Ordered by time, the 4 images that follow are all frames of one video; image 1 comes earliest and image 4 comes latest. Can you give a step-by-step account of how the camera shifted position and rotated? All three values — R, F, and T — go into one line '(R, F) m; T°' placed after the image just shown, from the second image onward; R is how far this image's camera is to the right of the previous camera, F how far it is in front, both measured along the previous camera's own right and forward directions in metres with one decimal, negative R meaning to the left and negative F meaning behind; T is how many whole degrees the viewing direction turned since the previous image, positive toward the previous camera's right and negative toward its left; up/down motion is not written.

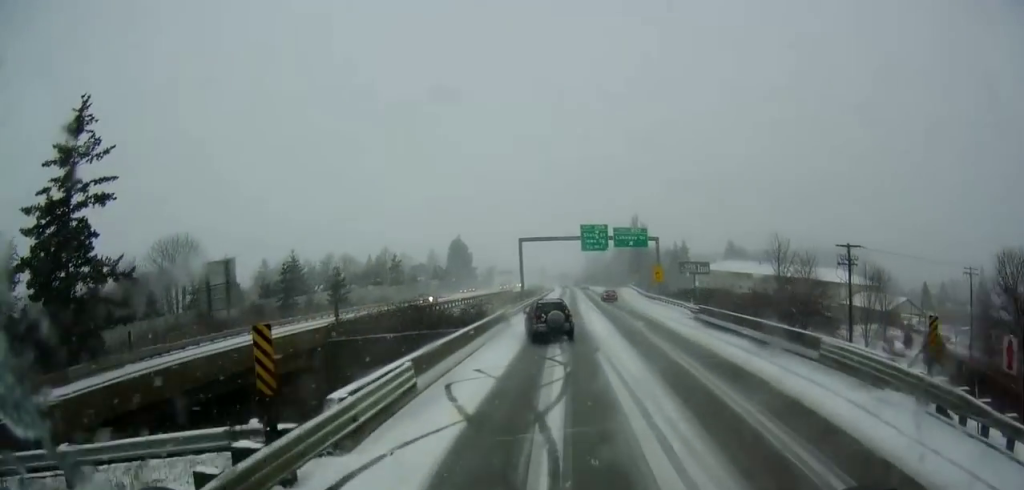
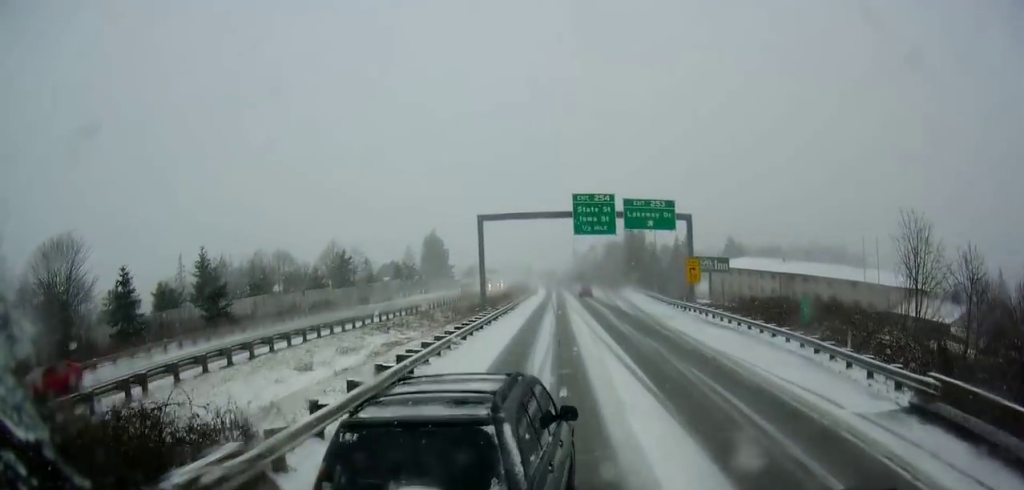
(-0.4, +29.5) m; -1°
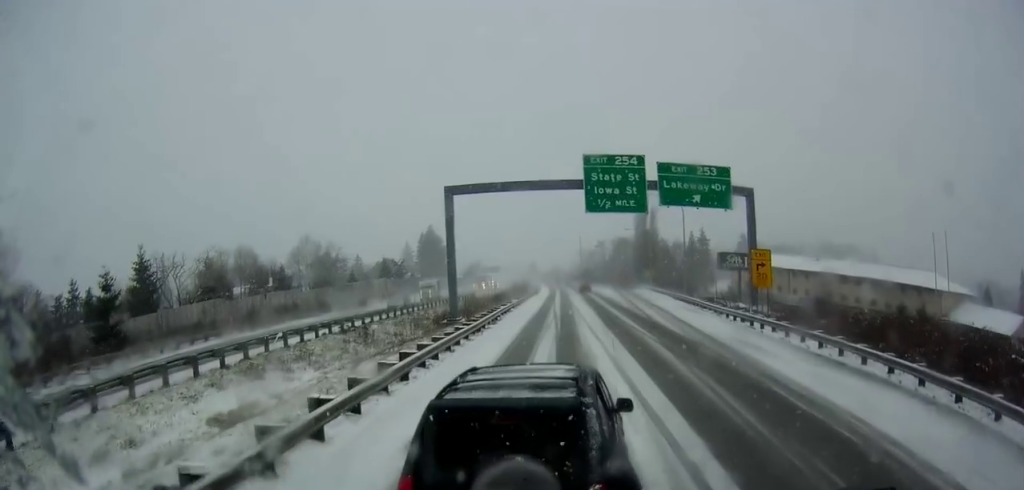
(+0.8, +18.5) m; +3°
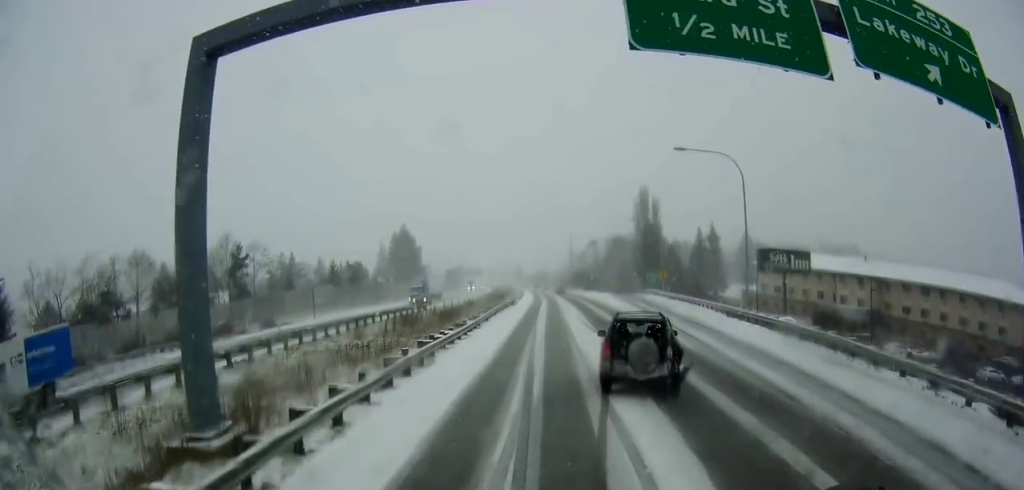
(-1.1, +27.0) m; -4°
